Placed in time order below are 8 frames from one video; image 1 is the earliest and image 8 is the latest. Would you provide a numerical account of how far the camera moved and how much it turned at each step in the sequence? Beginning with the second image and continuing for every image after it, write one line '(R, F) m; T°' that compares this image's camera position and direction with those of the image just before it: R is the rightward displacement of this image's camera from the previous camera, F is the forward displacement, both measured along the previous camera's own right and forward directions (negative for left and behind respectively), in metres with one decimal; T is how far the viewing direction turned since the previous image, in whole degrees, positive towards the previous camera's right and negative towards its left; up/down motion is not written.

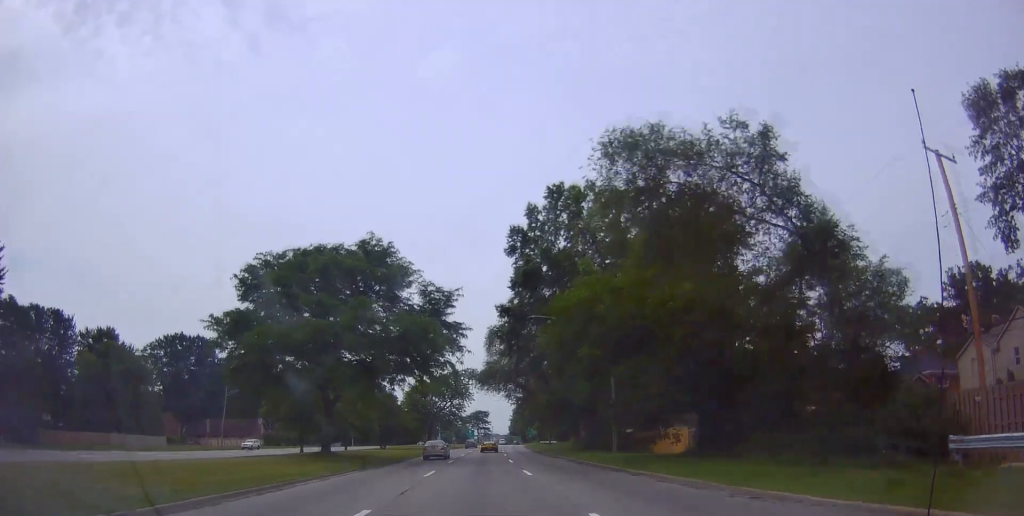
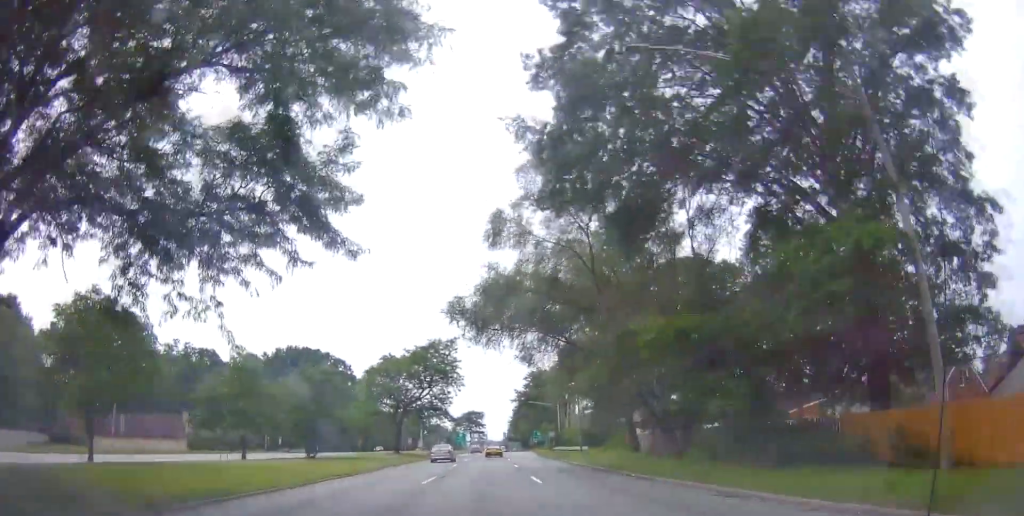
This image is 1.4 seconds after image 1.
(+0.3, +32.1) m; +2°
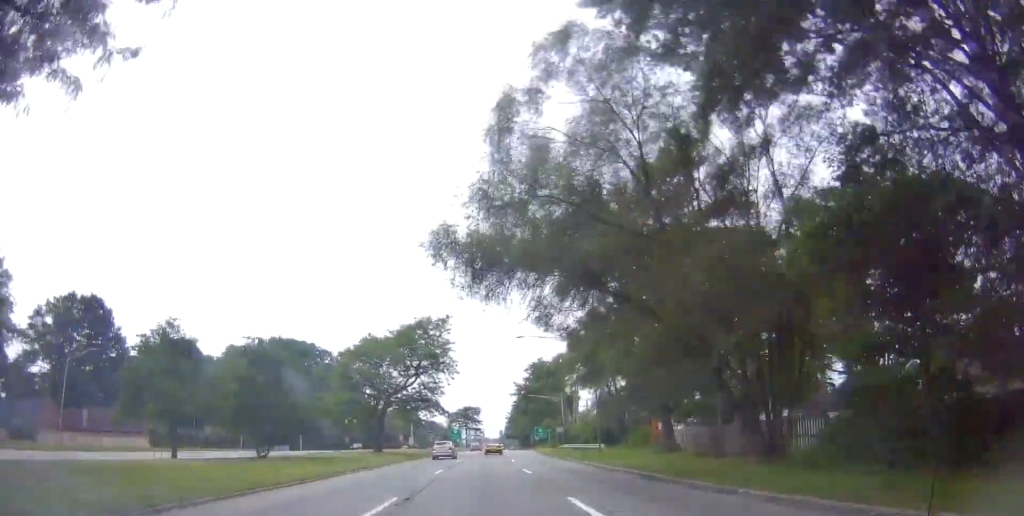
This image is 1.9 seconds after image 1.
(+0.2, +10.2) m; +1°
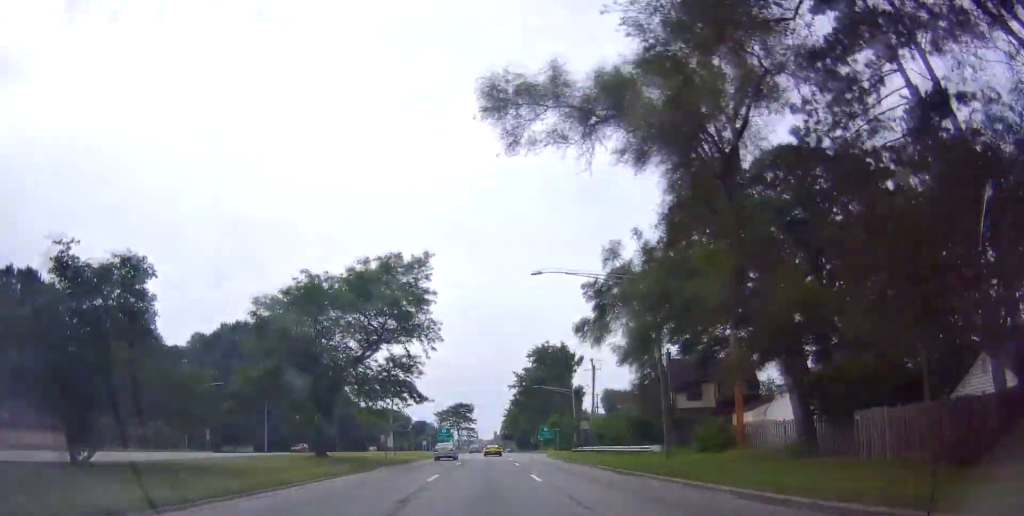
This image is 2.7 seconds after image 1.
(+0.4, +18.1) m; +1°
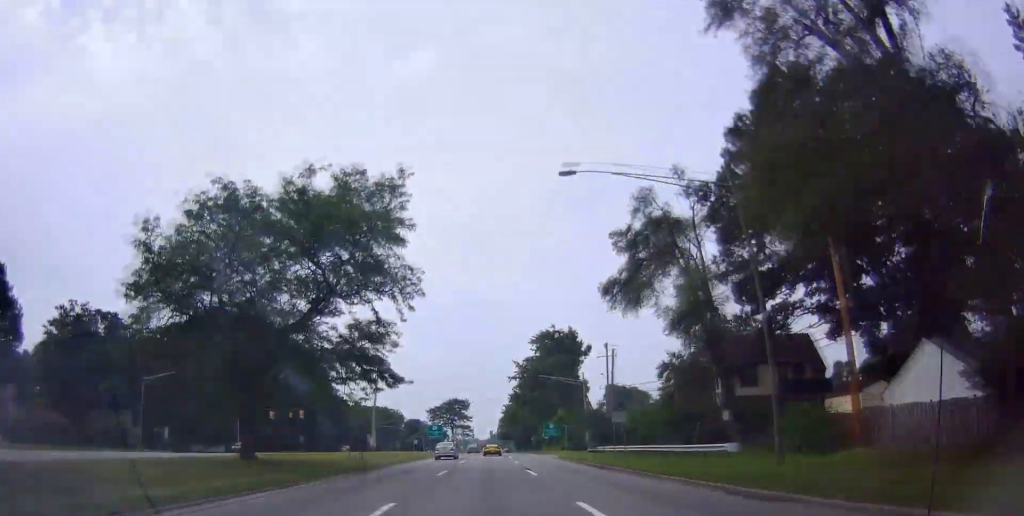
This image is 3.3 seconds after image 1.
(+0.1, +11.6) m; 0°
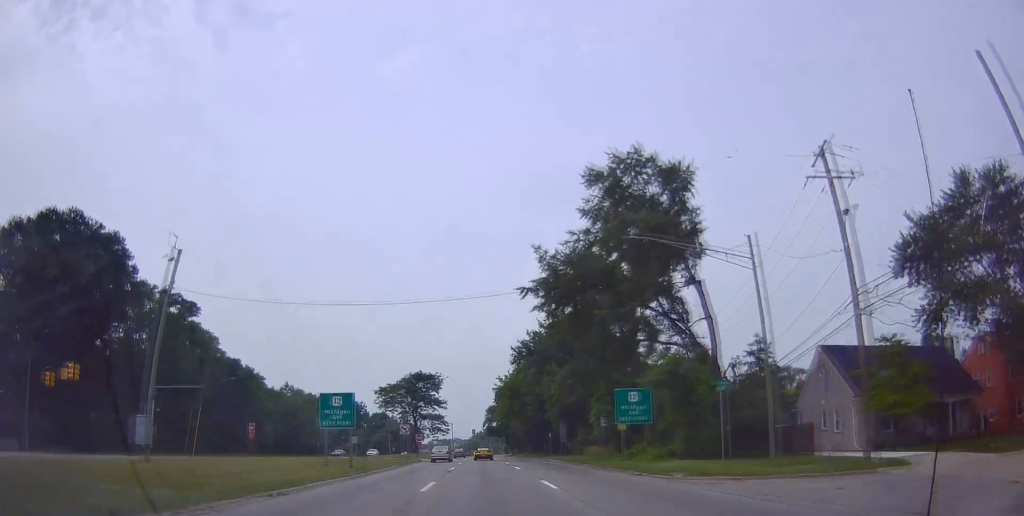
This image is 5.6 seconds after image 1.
(+0.6, +52.3) m; +1°
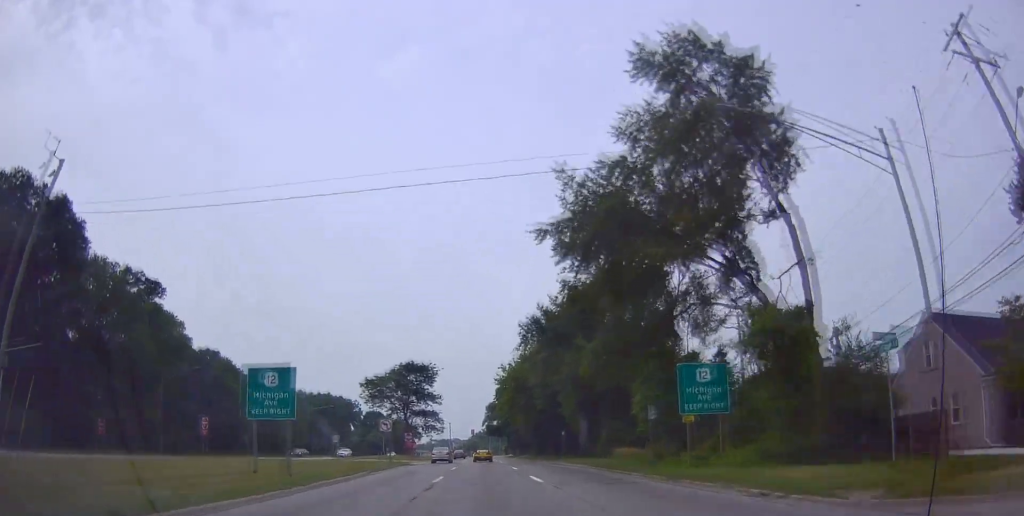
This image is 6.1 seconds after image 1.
(-0.4, +11.4) m; -1°
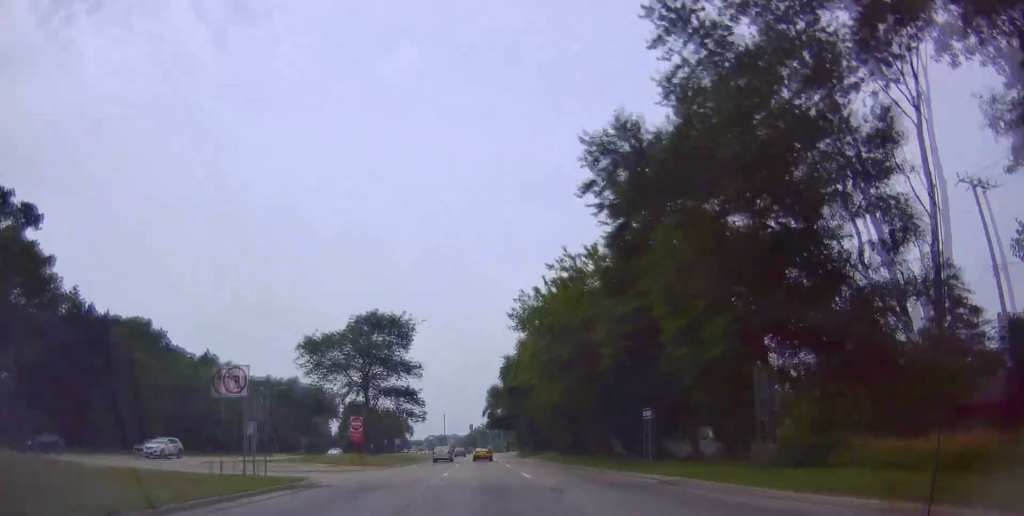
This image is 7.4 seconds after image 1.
(-0.2, +30.2) m; 0°
